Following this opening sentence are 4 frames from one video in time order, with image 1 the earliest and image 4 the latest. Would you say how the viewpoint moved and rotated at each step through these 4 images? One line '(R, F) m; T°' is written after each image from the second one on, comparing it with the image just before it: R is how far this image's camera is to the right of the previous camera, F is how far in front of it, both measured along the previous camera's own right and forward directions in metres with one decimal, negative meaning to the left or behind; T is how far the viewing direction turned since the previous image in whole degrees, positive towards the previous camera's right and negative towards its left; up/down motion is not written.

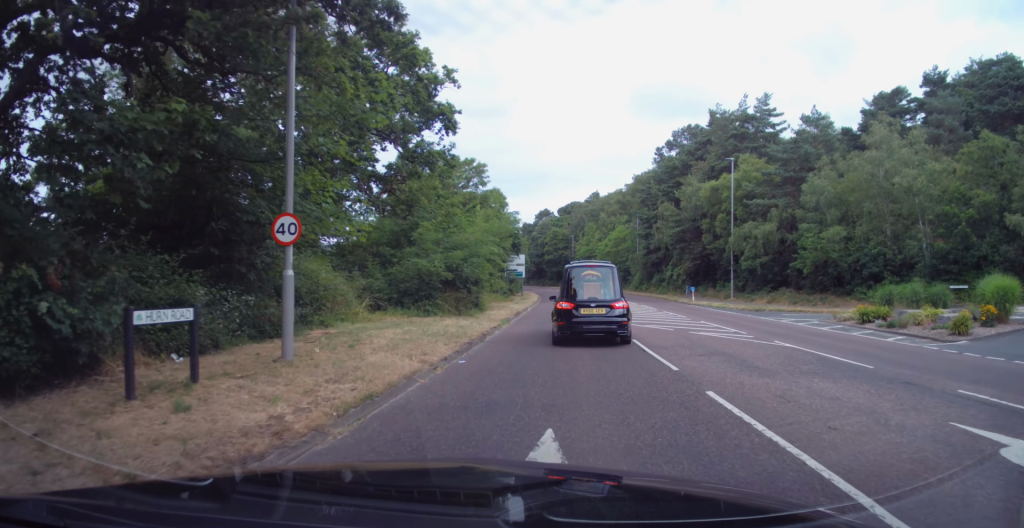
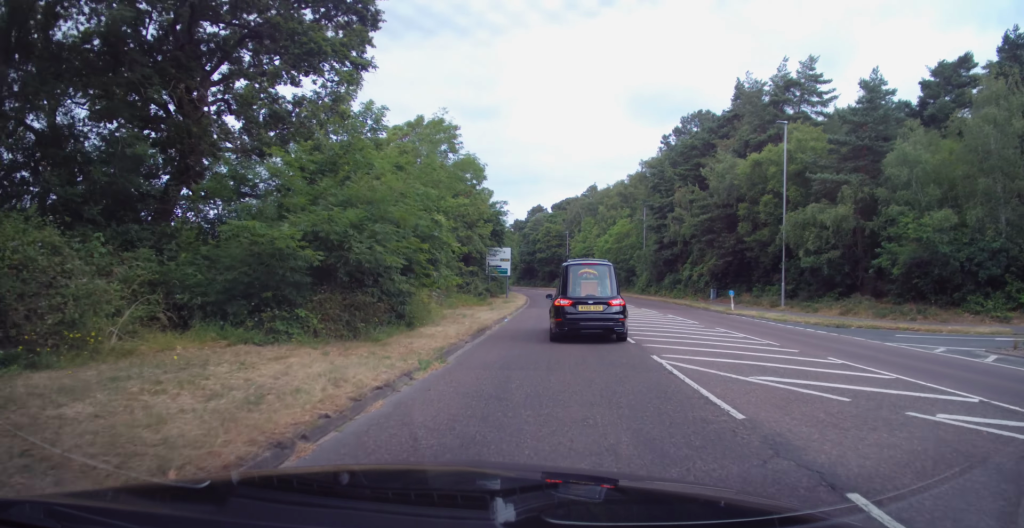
(+0.1, +12.1) m; +3°
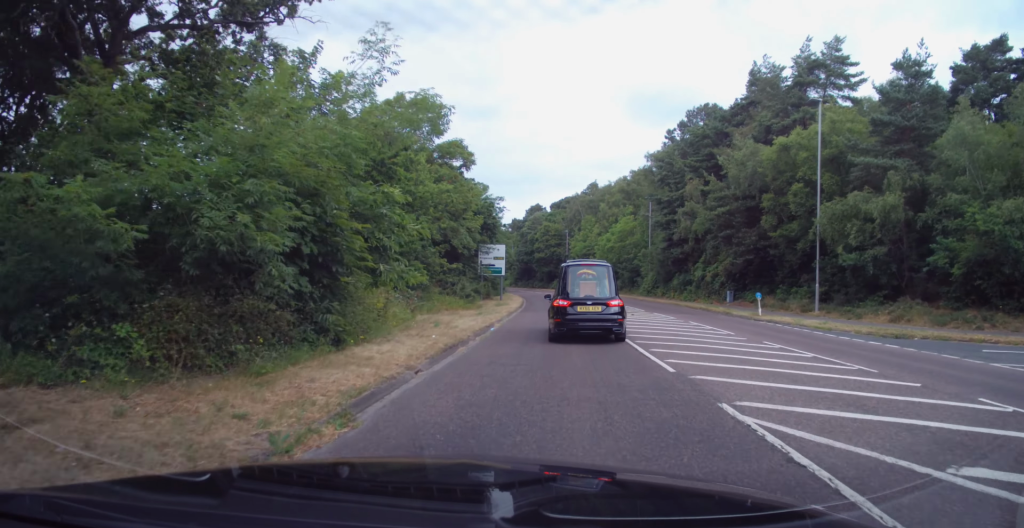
(+0.1, +5.0) m; +1°
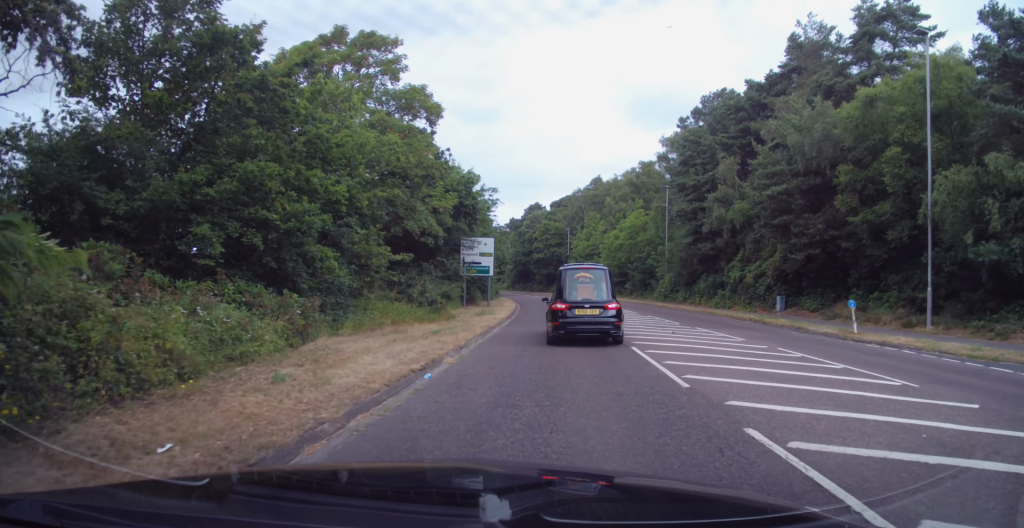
(+0.1, +10.0) m; -2°
